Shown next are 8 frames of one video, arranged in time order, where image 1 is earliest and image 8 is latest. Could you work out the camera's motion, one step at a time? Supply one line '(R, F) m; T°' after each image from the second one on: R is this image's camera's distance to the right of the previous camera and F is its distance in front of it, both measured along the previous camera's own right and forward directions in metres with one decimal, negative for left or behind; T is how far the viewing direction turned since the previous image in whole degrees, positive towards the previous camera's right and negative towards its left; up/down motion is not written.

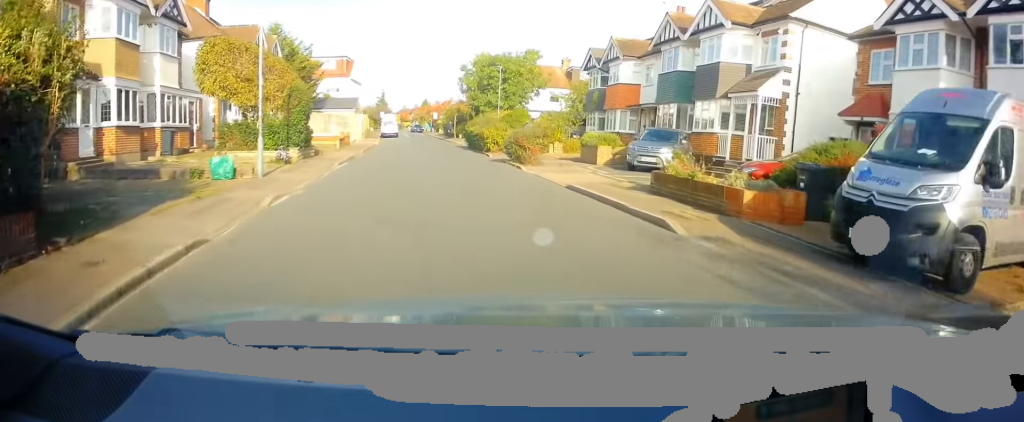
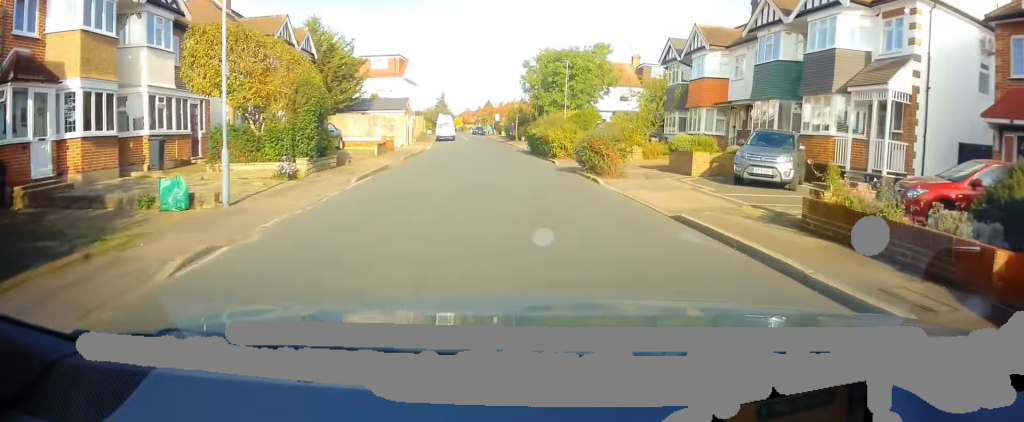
(-0.1, +4.4) m; -5°
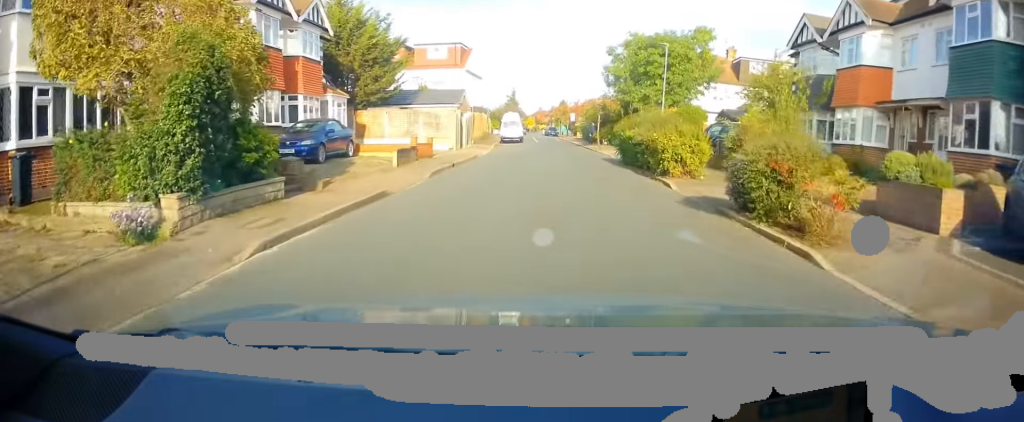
(-0.9, +8.2) m; -7°
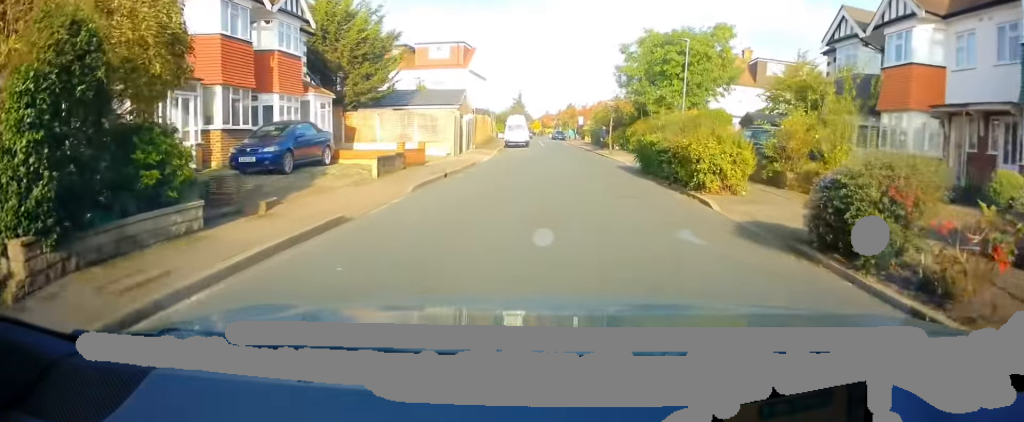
(0.0, +2.8) m; 0°
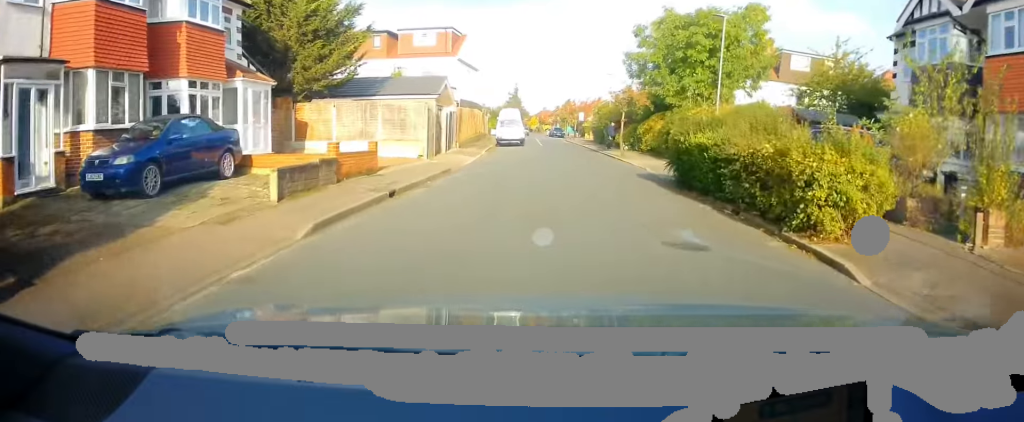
(+0.1, +5.5) m; -1°
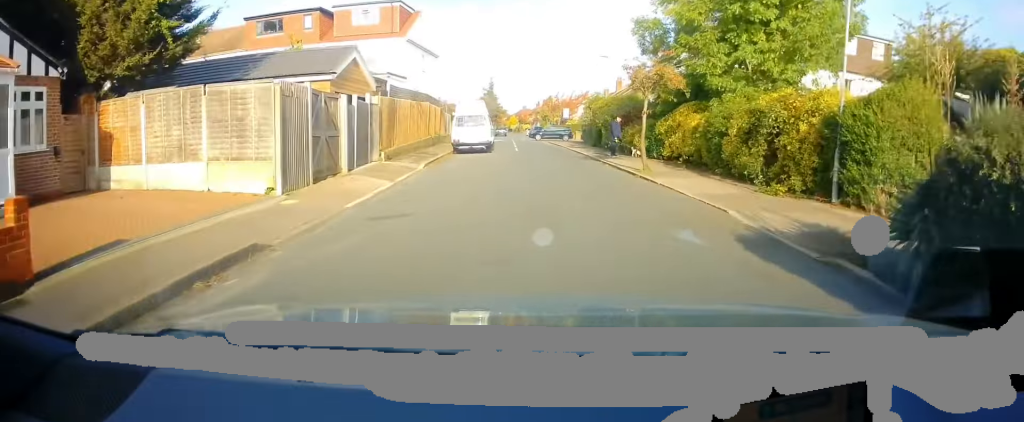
(-0.3, +10.4) m; 0°
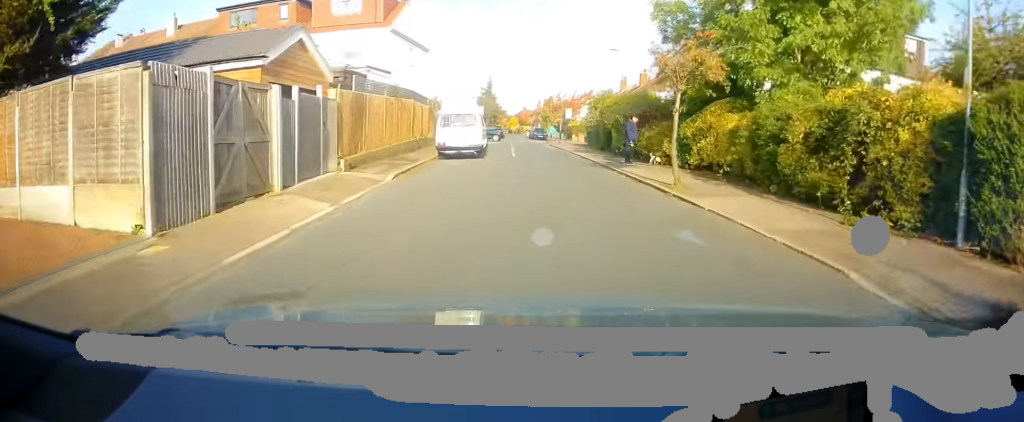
(+0.1, +4.0) m; +1°
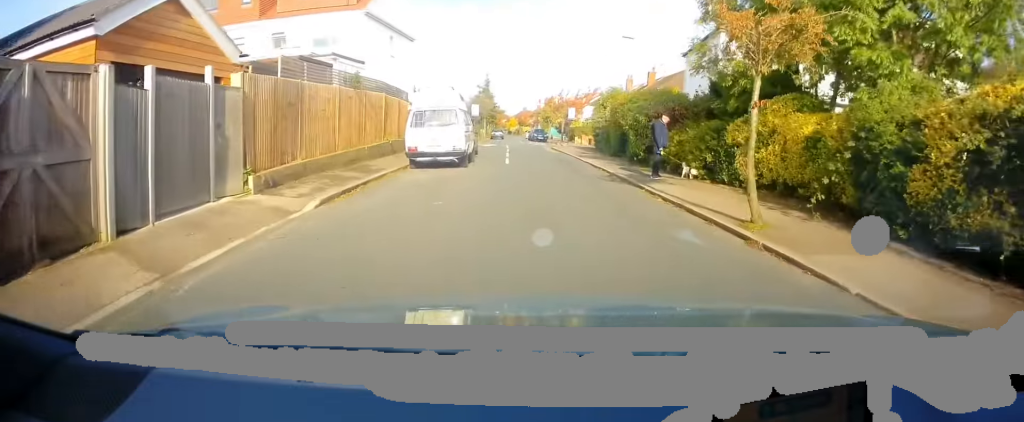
(+0.1, +5.0) m; +1°
